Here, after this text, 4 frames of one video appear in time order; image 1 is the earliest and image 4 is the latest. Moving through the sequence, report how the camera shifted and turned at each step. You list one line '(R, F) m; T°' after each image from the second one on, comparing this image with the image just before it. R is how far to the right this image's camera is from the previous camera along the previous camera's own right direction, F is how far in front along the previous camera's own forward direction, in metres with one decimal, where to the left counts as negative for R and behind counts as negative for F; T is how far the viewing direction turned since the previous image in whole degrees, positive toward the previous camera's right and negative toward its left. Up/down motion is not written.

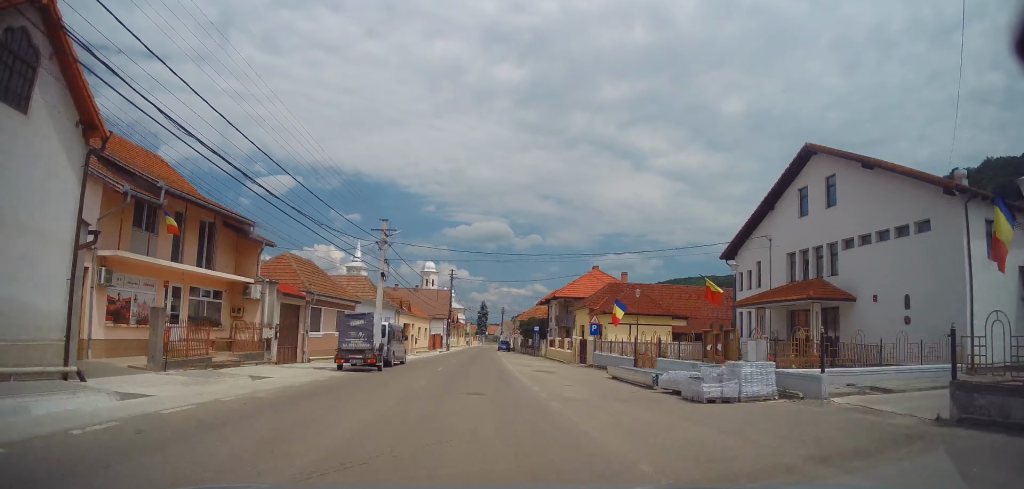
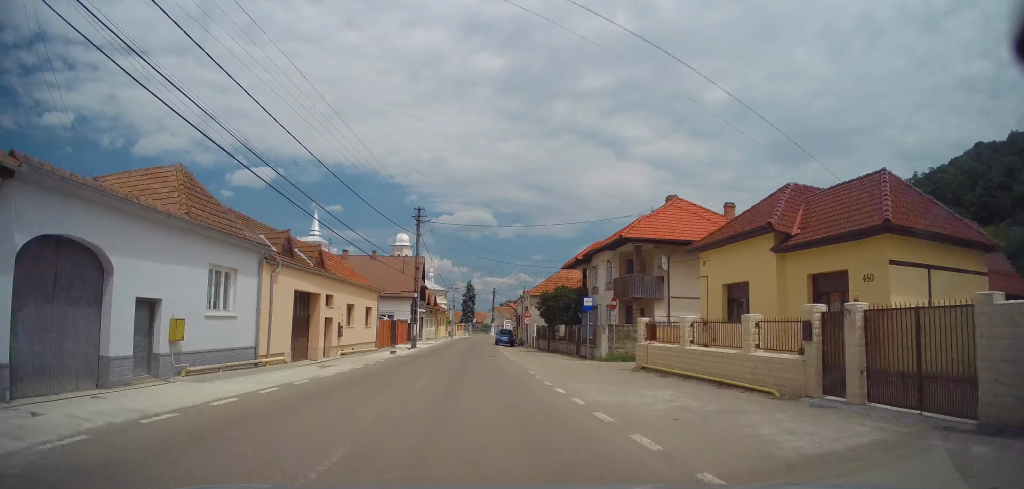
(0.0, +28.1) m; 0°
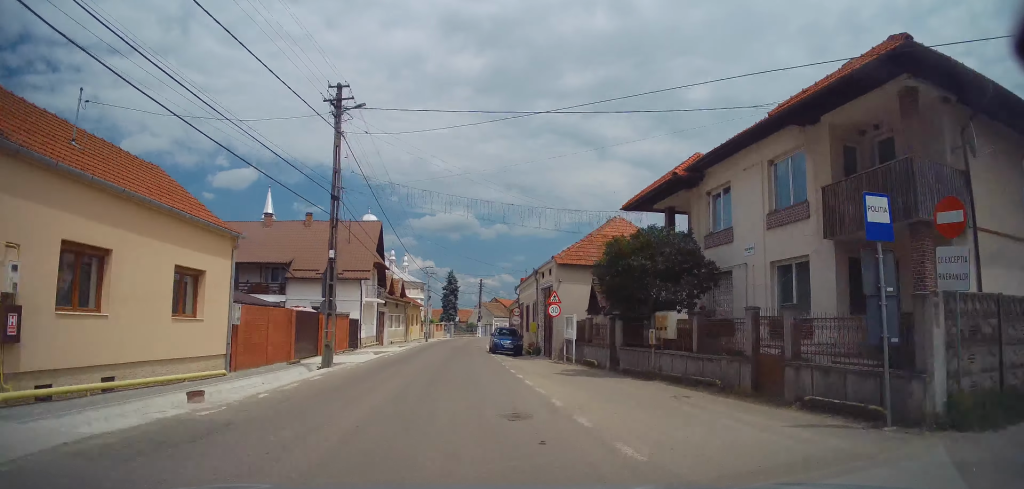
(0.0, +20.6) m; +1°
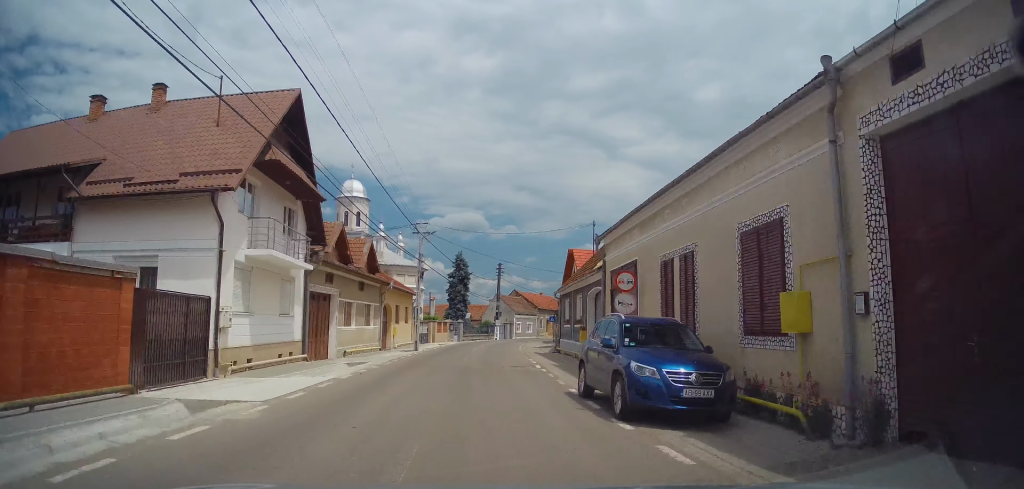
(+0.3, +24.5) m; -1°
